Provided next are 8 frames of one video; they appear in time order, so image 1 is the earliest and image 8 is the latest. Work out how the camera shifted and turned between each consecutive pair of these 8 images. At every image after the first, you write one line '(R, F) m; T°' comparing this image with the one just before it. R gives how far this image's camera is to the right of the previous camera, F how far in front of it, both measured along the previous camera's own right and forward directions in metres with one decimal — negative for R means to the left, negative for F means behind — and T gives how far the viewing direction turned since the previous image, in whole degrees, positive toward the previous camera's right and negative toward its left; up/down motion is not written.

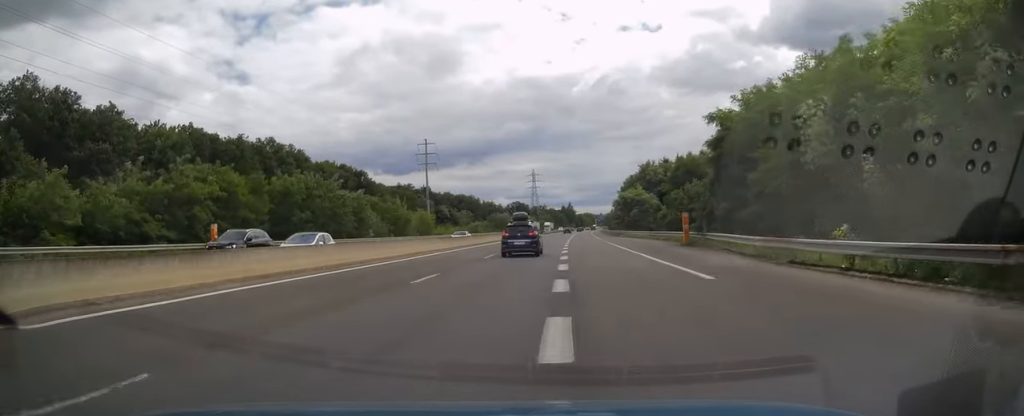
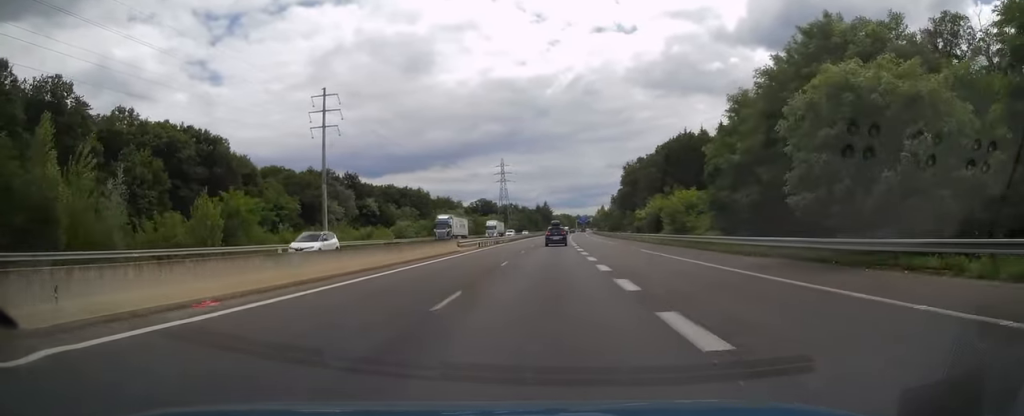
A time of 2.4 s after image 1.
(+0.7, +70.8) m; +1°
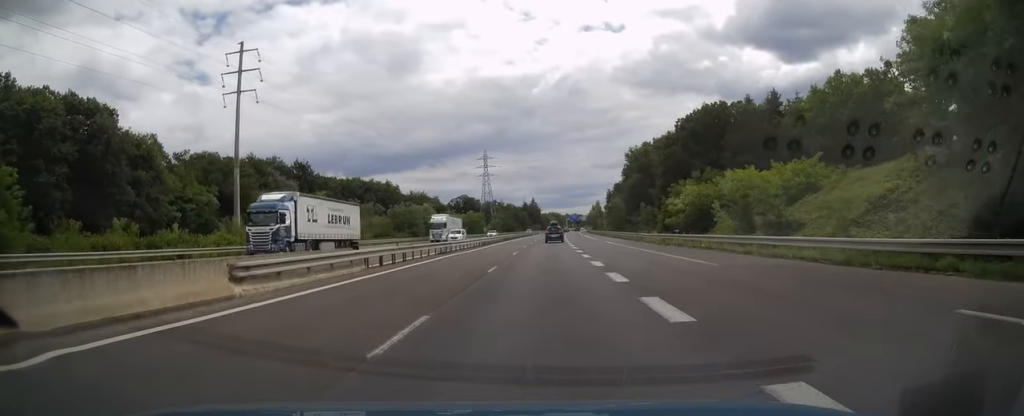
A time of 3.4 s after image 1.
(+0.3, +30.6) m; +1°
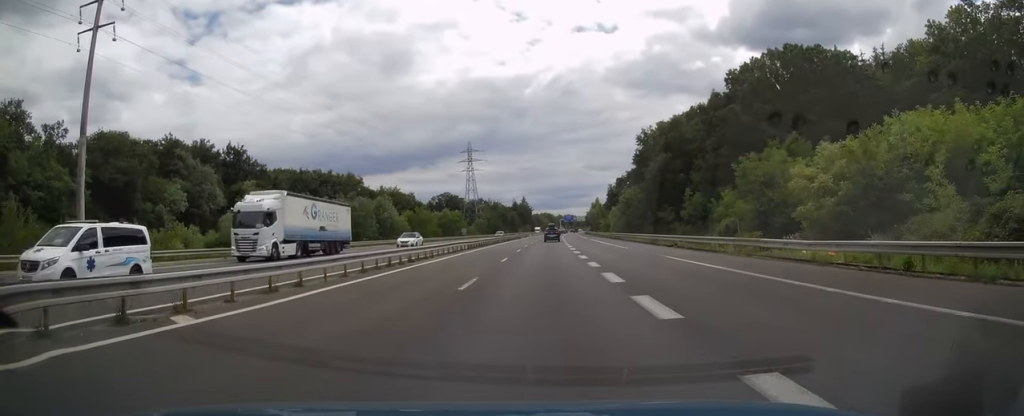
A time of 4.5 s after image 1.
(+0.4, +32.1) m; +1°
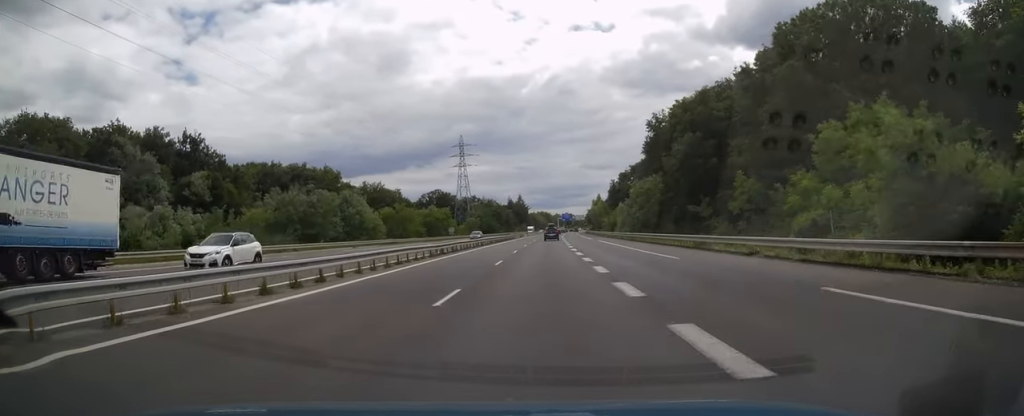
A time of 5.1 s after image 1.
(+0.1, +16.3) m; 0°
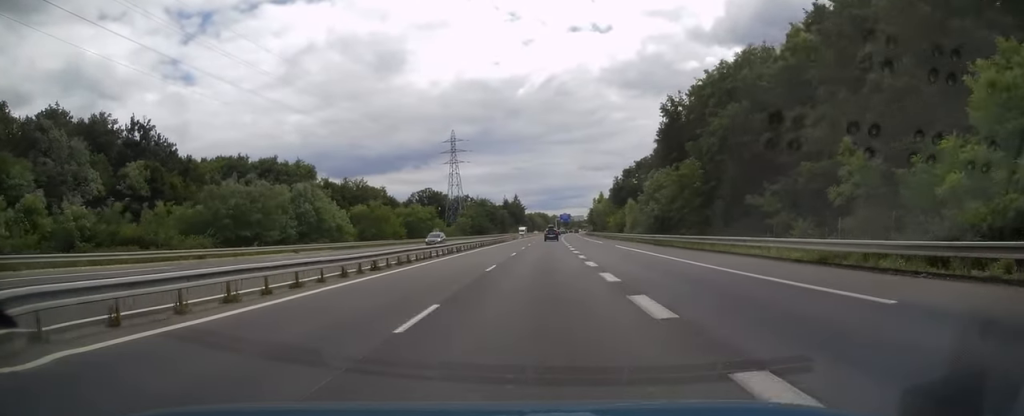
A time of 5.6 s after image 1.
(+0.1, +15.8) m; 0°
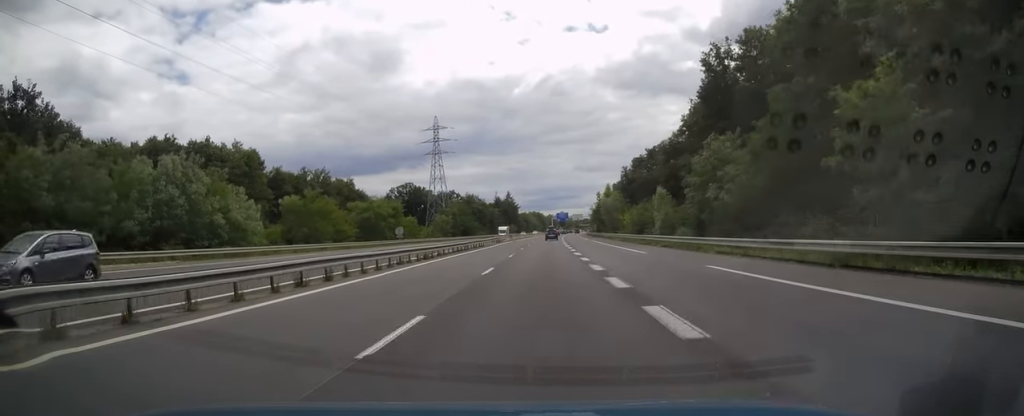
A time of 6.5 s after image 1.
(+0.1, +27.5) m; 0°
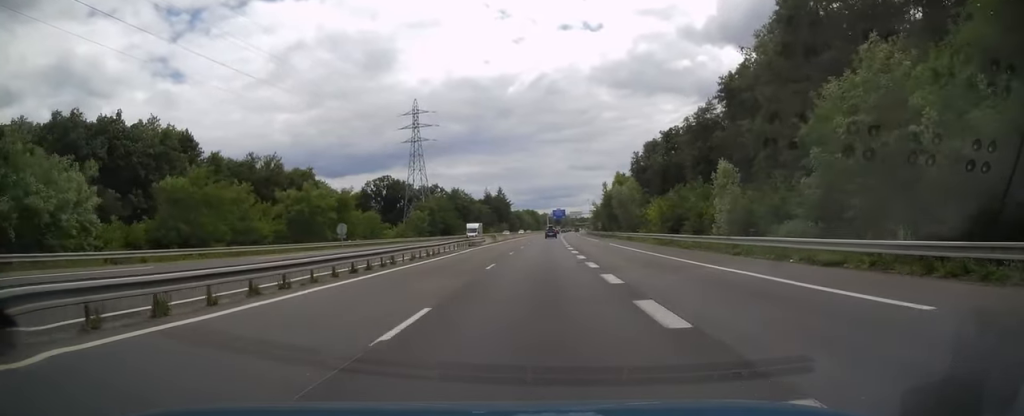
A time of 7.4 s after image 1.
(0.0, +25.1) m; +1°
